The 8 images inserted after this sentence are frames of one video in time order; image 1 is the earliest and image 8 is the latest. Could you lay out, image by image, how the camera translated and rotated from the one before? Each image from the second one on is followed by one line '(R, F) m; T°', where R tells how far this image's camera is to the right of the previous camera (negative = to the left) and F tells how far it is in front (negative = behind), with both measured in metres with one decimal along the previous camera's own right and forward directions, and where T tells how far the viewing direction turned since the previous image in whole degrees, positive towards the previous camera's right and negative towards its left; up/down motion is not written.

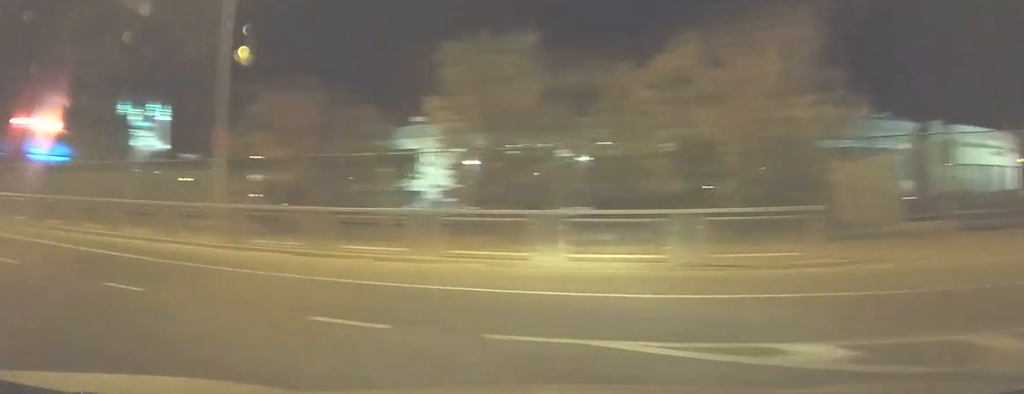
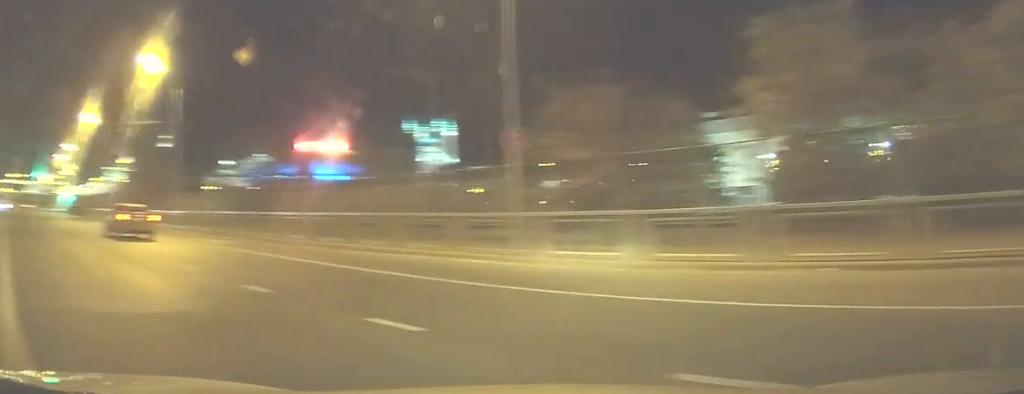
(-0.5, +2.2) m; -16°
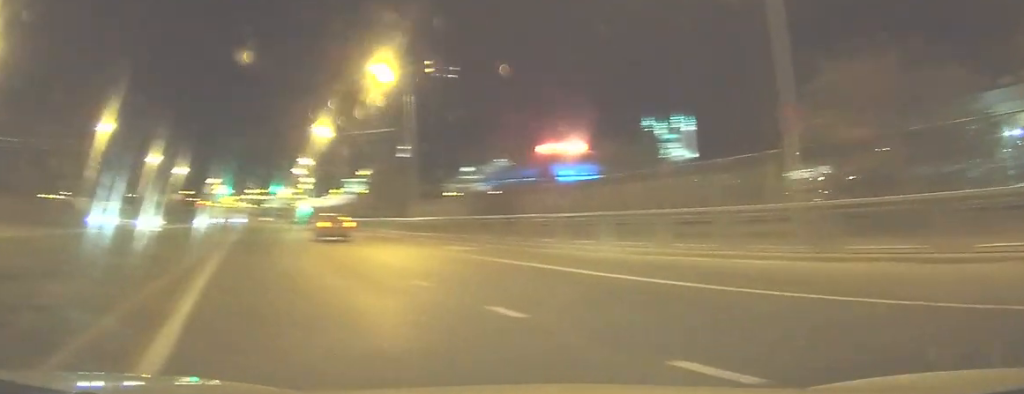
(+0.1, +1.8) m; -9°
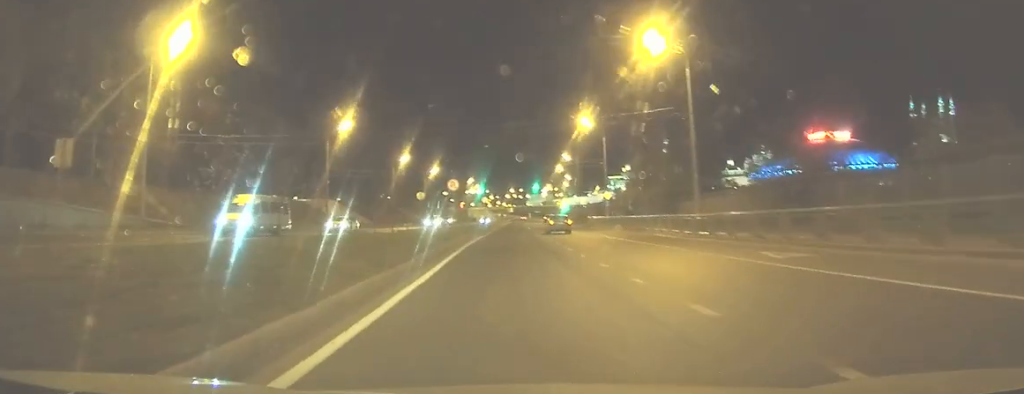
(-1.1, +4.0) m; -30°
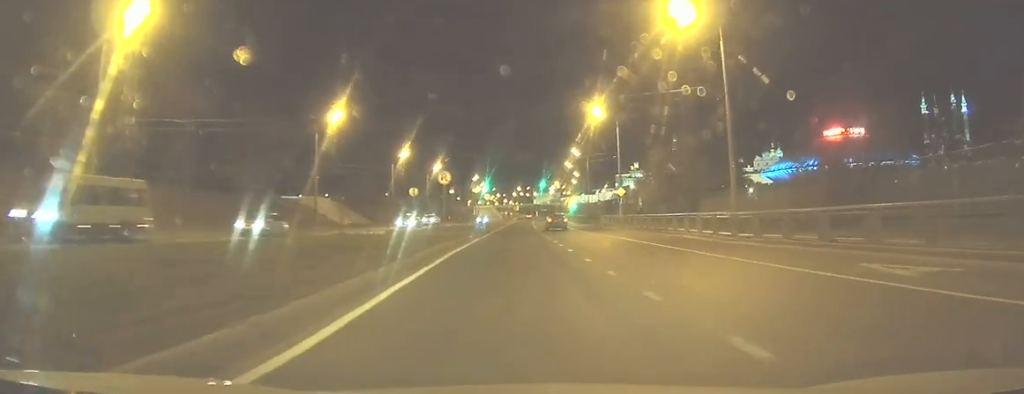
(-0.4, +3.5) m; -4°
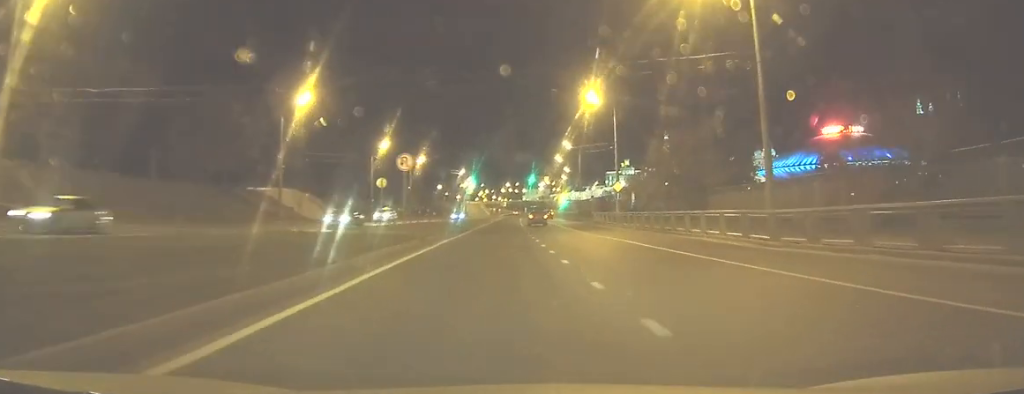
(-0.1, +4.2) m; -1°
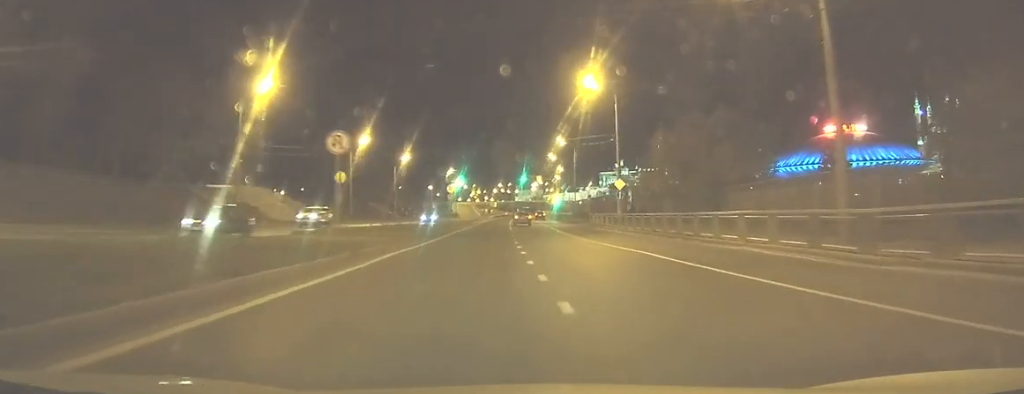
(0.0, +5.2) m; 0°
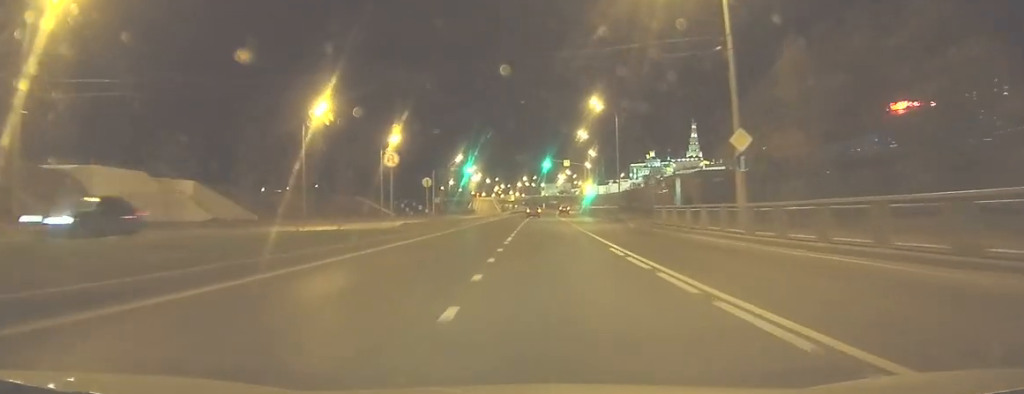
(-0.2, +28.2) m; 0°
